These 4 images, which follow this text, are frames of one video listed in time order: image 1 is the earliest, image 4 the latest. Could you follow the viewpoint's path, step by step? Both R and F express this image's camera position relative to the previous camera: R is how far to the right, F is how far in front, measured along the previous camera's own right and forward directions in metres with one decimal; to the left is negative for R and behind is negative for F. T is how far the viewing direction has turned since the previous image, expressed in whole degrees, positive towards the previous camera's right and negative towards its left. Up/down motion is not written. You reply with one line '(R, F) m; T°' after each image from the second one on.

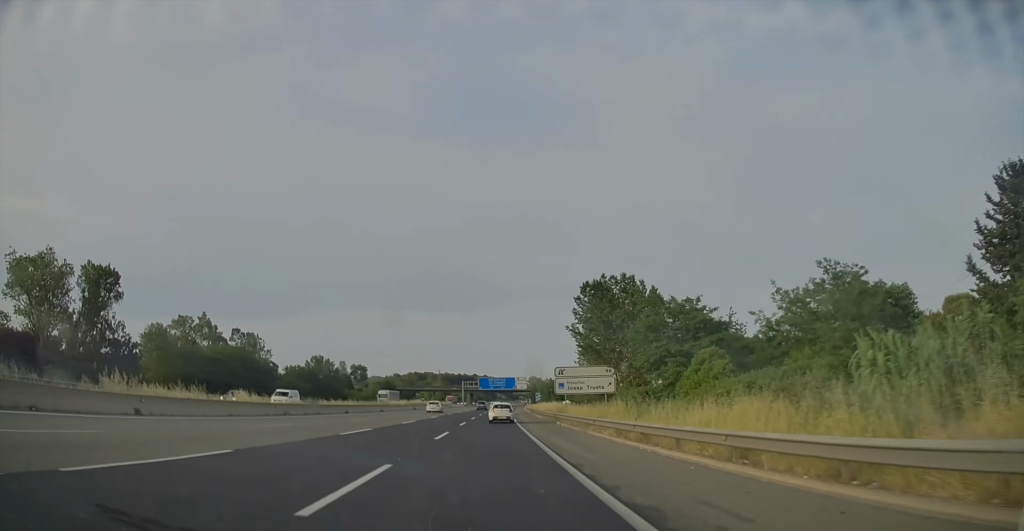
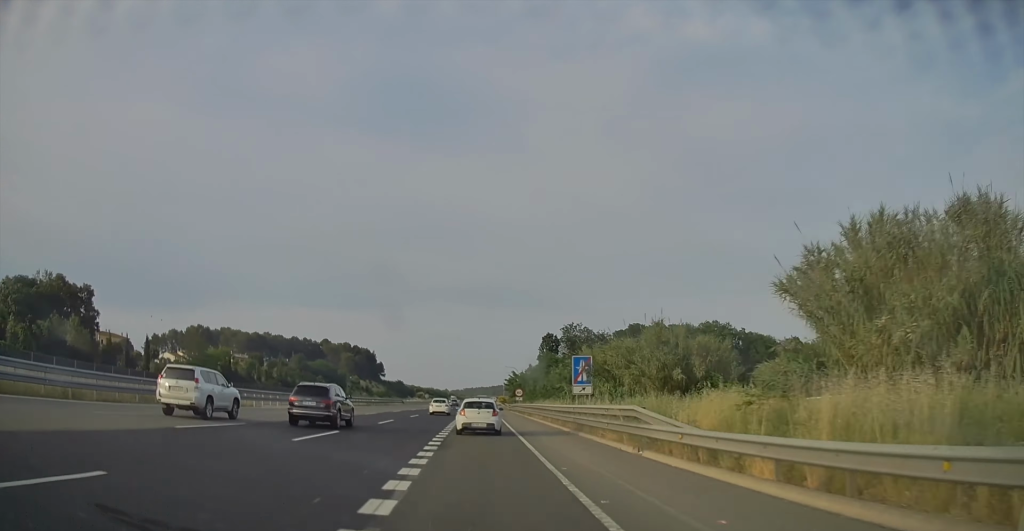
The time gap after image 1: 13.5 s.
(+19.8, +311.1) m; +8°
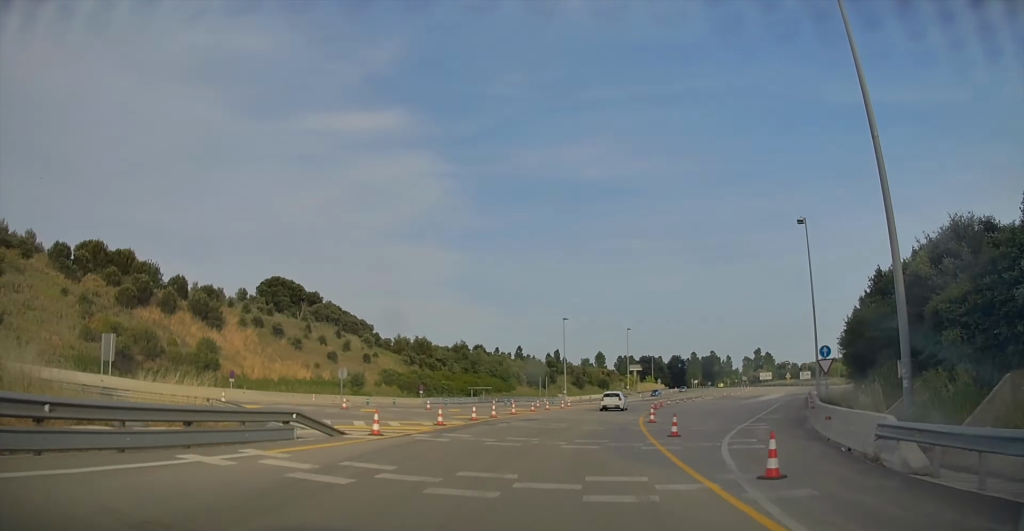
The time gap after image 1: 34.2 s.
(+108.2, +286.3) m; +75°
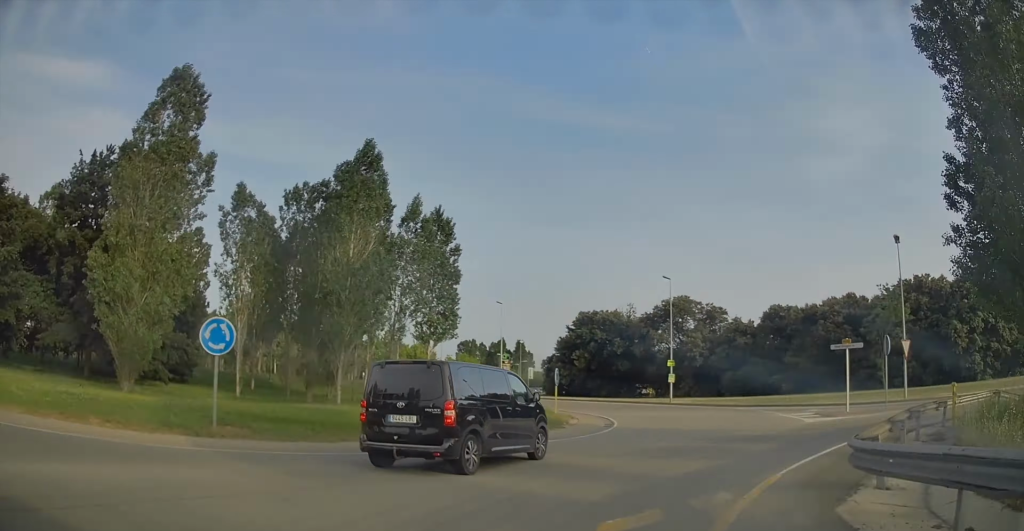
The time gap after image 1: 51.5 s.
(+61.5, +194.9) m; 0°
